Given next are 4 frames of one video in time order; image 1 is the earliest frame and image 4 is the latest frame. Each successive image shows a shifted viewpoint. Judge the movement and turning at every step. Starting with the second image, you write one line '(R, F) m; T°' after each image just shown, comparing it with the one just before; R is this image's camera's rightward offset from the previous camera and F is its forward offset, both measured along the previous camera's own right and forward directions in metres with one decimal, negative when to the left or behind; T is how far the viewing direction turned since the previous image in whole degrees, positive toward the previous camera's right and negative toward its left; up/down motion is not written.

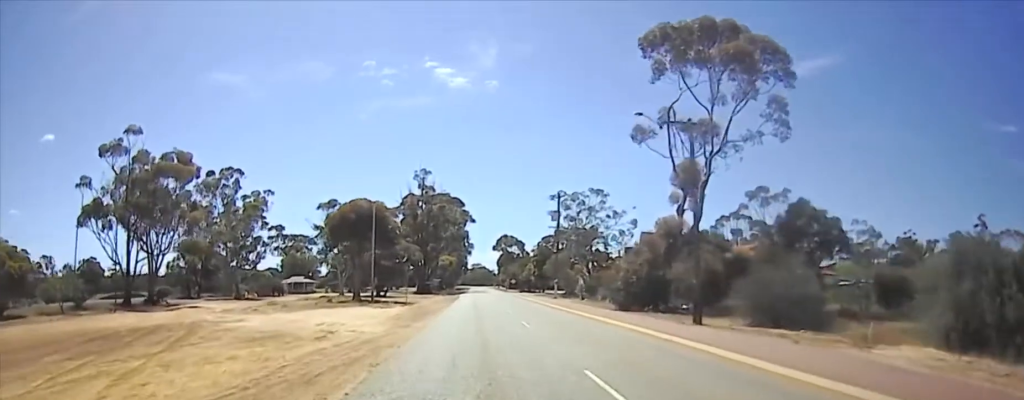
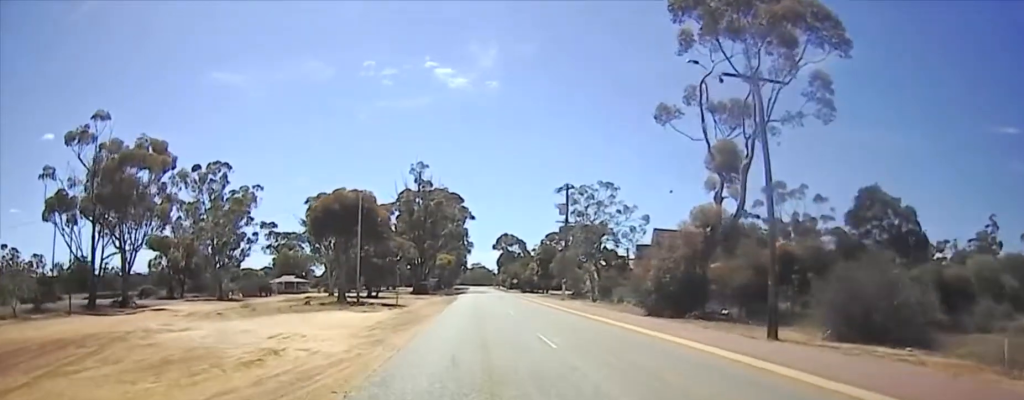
(+0.1, +5.2) m; +1°
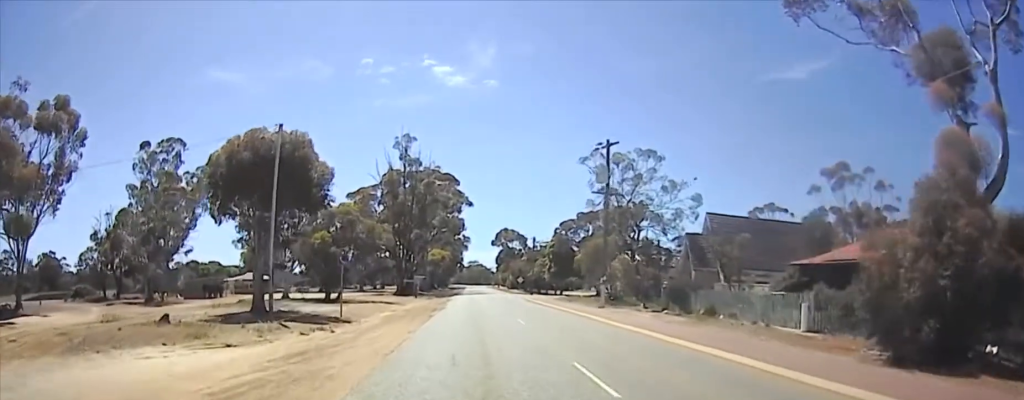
(+0.2, +16.4) m; +2°
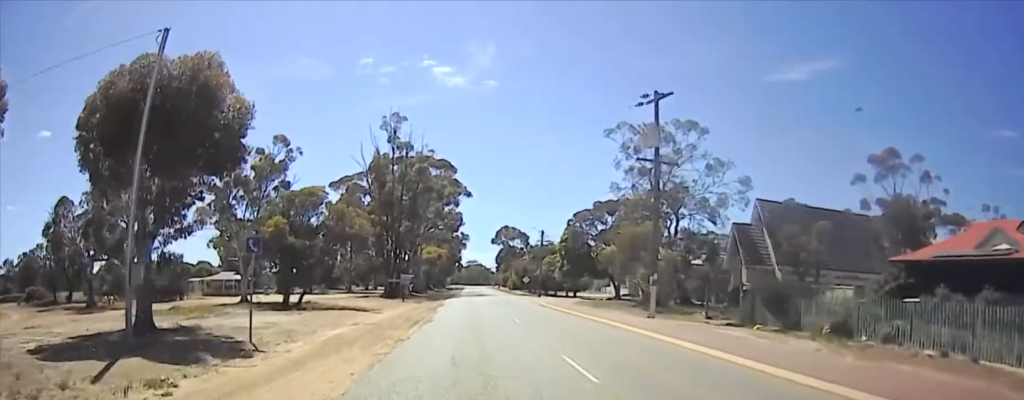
(+0.1, +9.8) m; +3°
